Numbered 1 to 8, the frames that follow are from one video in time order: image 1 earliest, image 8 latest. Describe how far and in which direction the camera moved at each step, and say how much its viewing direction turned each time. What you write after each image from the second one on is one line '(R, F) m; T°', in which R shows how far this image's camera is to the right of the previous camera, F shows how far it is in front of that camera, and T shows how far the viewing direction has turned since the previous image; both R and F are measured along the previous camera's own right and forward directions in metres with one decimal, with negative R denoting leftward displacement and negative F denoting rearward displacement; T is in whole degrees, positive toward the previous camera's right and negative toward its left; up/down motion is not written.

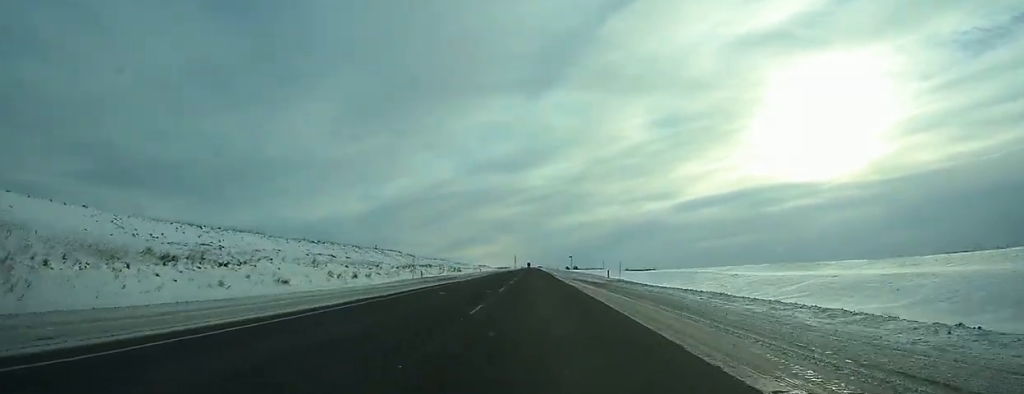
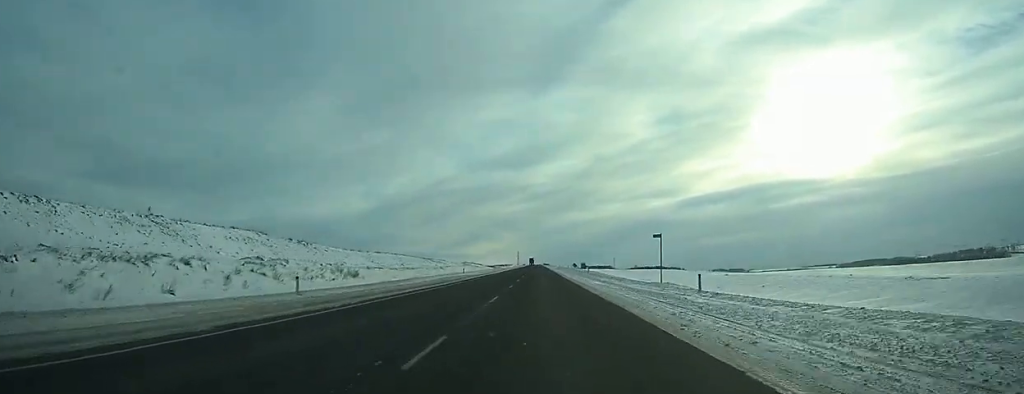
(-0.5, +82.5) m; -1°
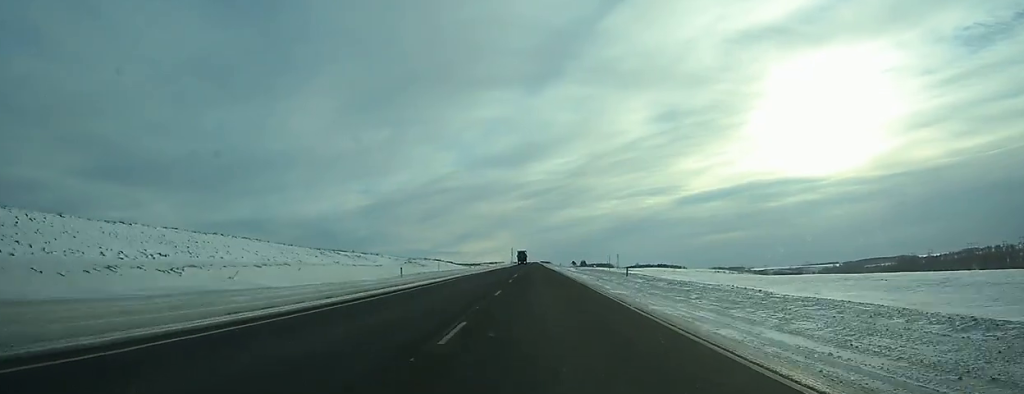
(+0.2, +77.6) m; 0°
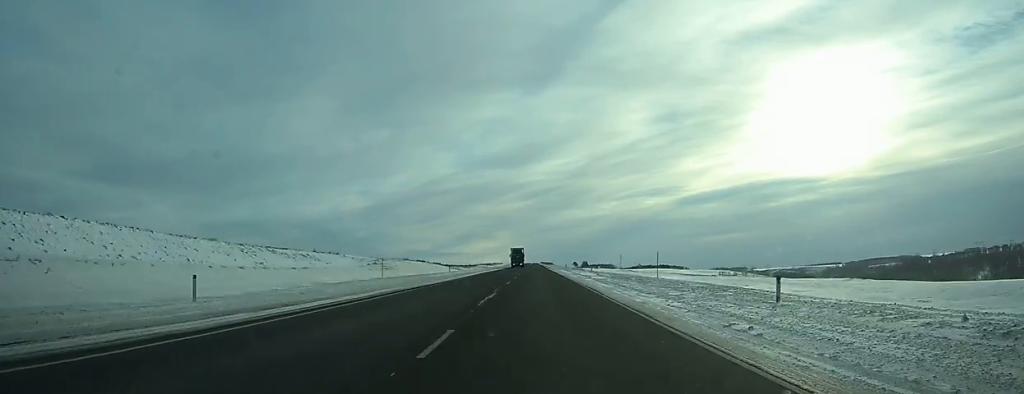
(0.0, +23.7) m; 0°
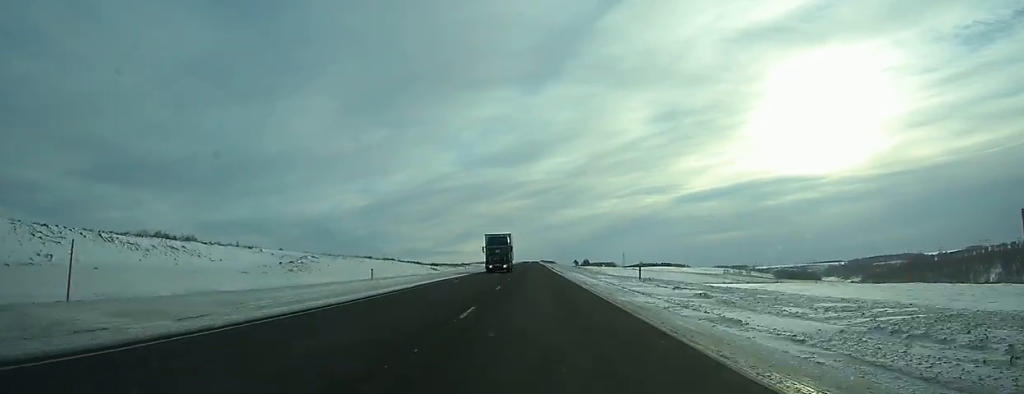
(+0.2, +29.3) m; 0°
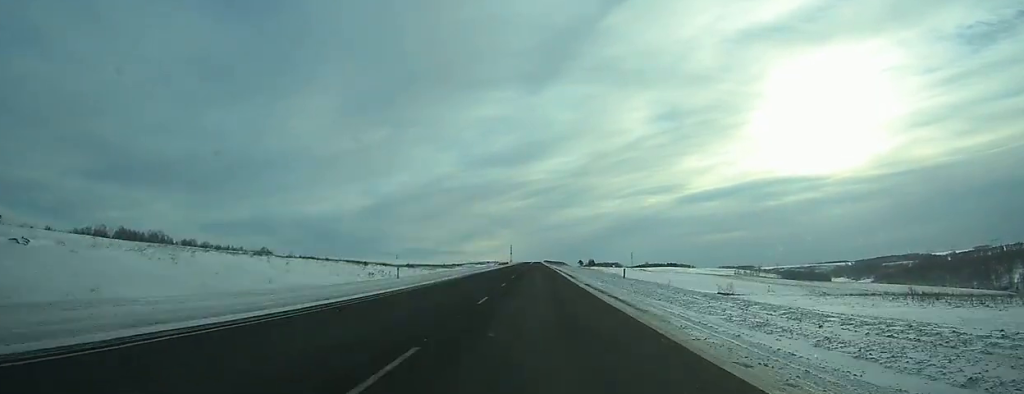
(+0.1, +41.8) m; 0°
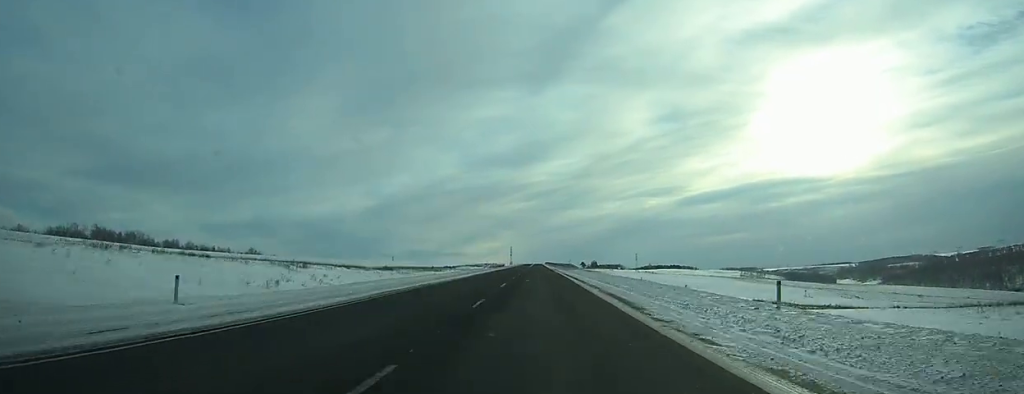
(+0.1, +24.6) m; 0°
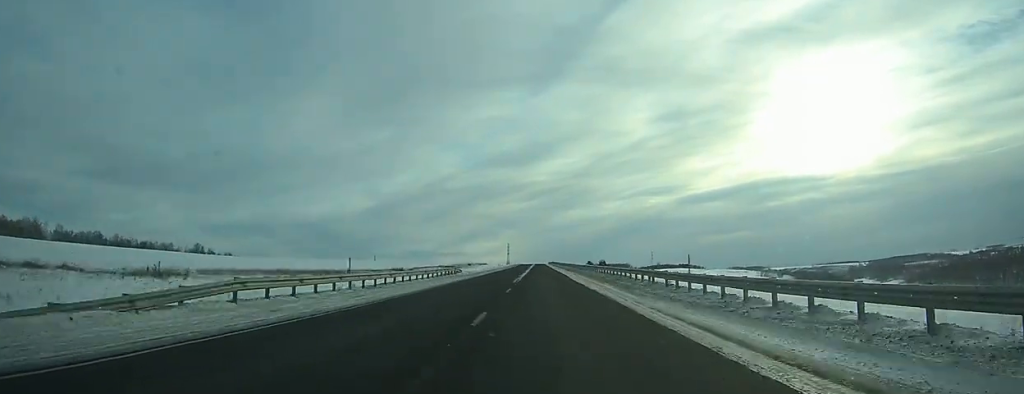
(-0.2, +87.5) m; 0°
